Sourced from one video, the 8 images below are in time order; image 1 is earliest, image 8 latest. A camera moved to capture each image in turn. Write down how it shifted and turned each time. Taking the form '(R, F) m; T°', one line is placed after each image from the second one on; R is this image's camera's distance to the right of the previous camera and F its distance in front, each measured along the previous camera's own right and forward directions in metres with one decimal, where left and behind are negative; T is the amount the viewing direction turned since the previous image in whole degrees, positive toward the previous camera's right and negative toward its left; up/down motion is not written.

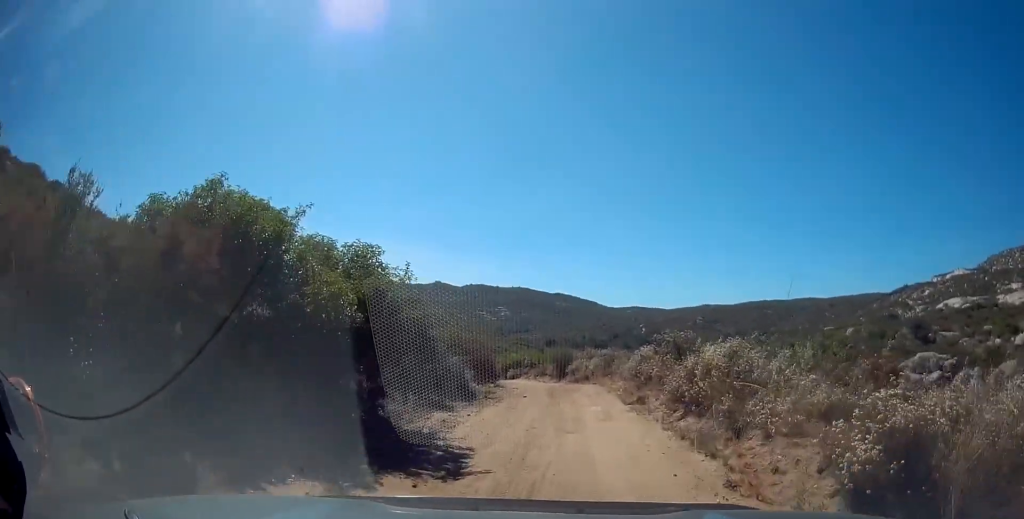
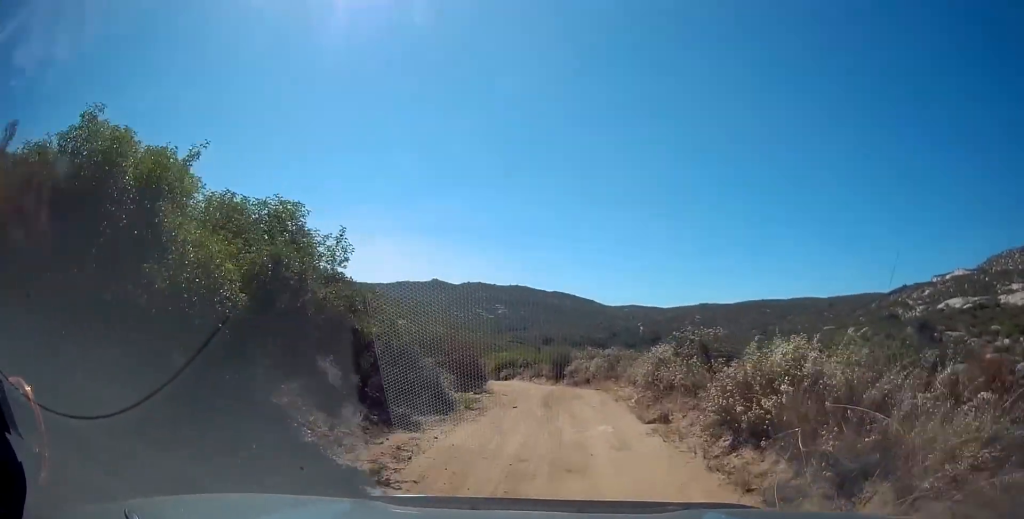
(0.0, +3.6) m; +1°
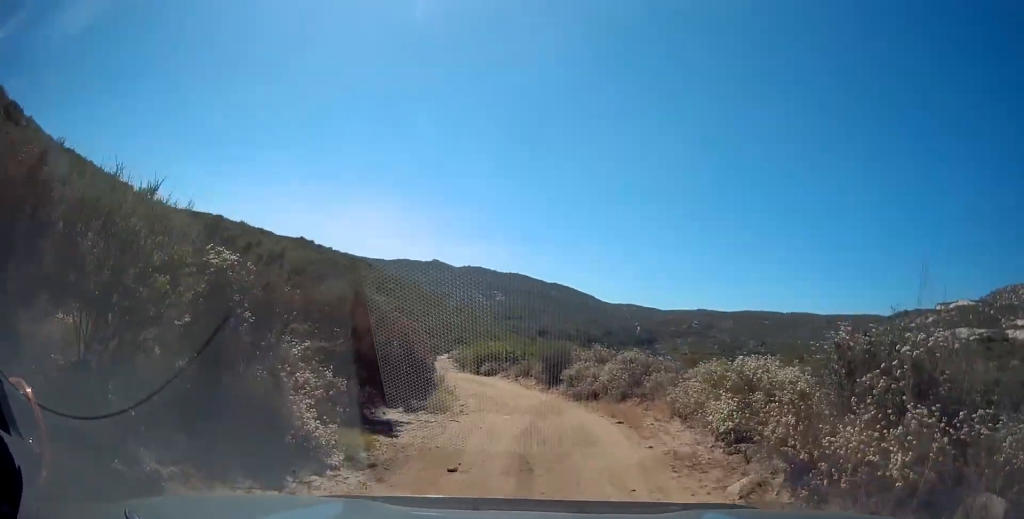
(+0.2, +8.9) m; +1°
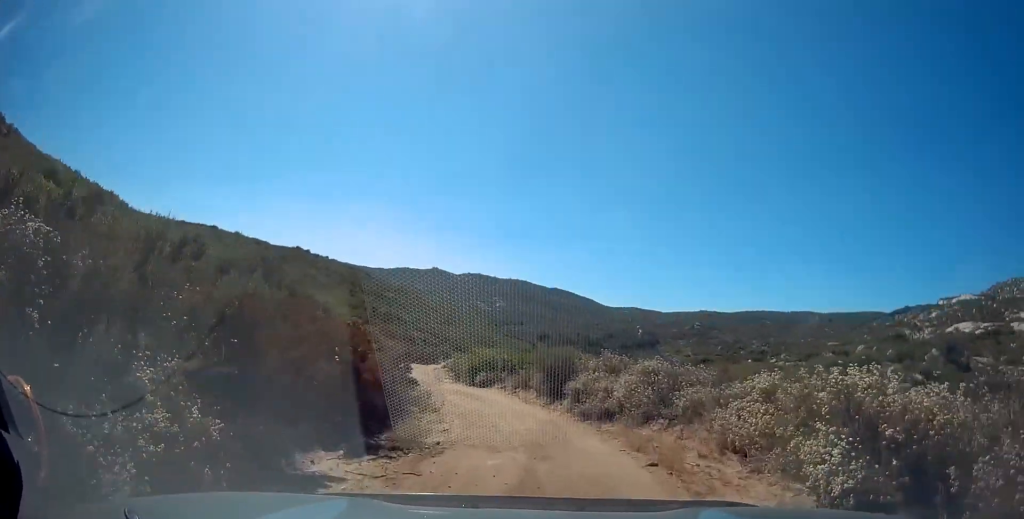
(0.0, +3.5) m; -1°
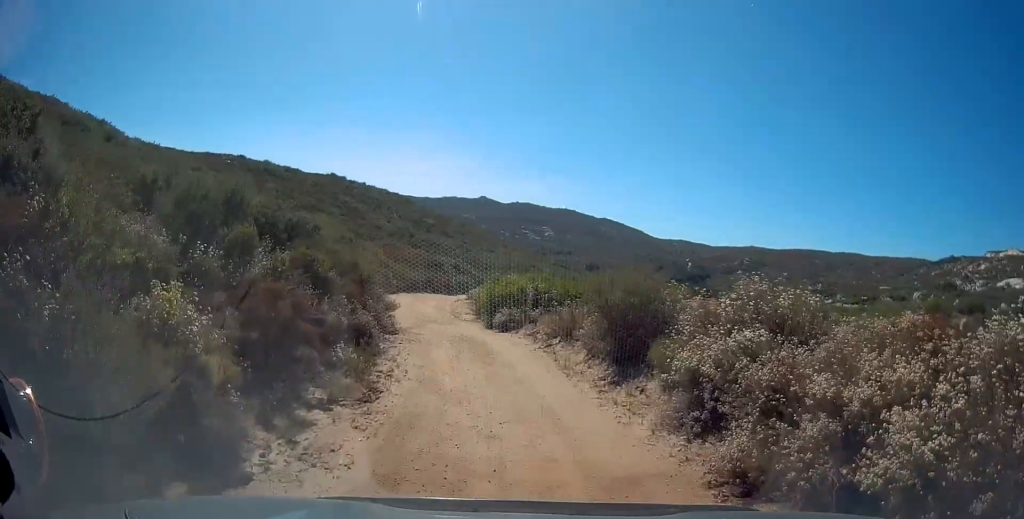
(-0.5, +11.7) m; -7°
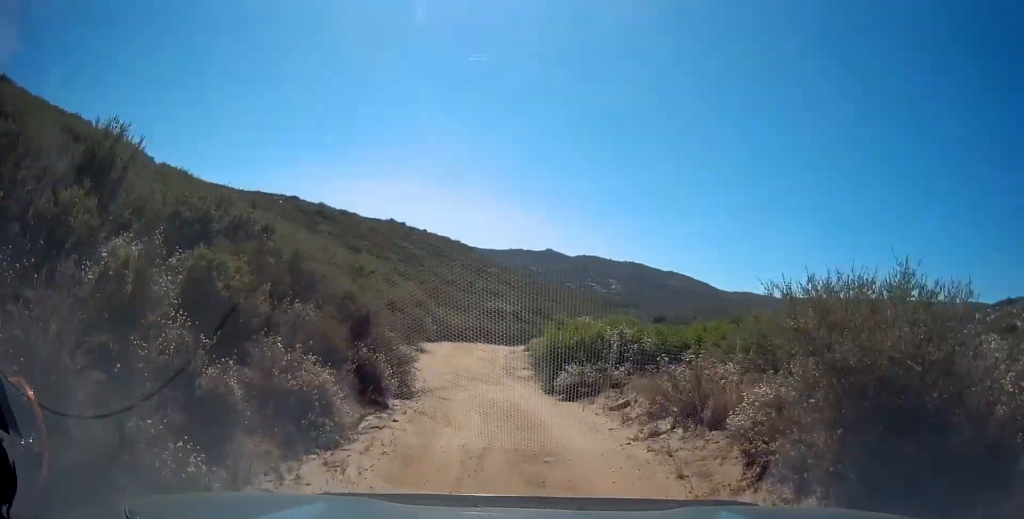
(-0.4, +7.5) m; -5°
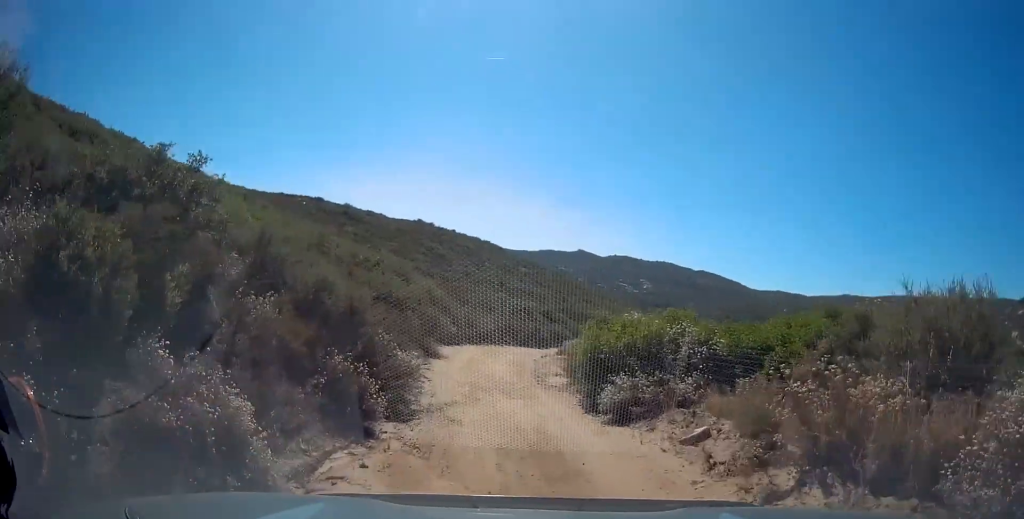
(0.0, +3.7) m; -2°
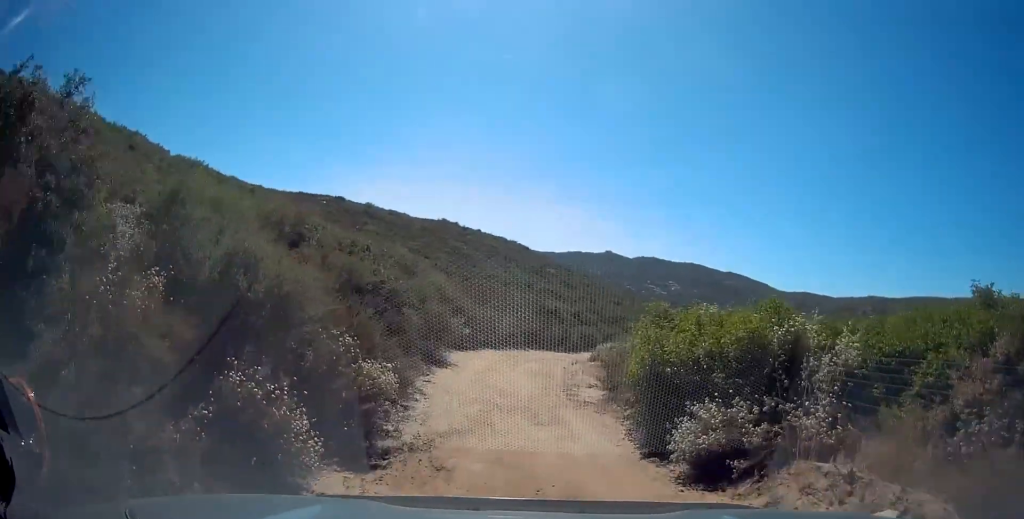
(-0.1, +4.4) m; -3°
